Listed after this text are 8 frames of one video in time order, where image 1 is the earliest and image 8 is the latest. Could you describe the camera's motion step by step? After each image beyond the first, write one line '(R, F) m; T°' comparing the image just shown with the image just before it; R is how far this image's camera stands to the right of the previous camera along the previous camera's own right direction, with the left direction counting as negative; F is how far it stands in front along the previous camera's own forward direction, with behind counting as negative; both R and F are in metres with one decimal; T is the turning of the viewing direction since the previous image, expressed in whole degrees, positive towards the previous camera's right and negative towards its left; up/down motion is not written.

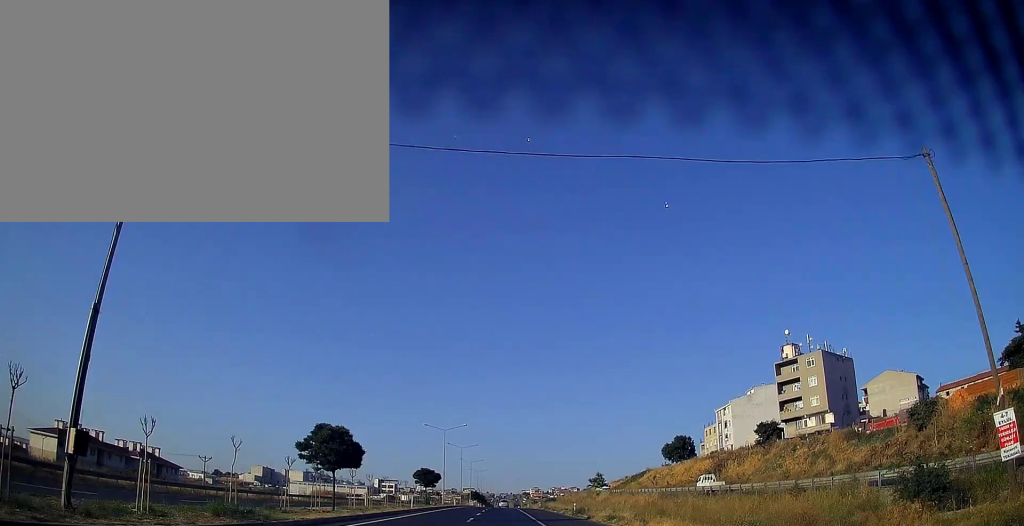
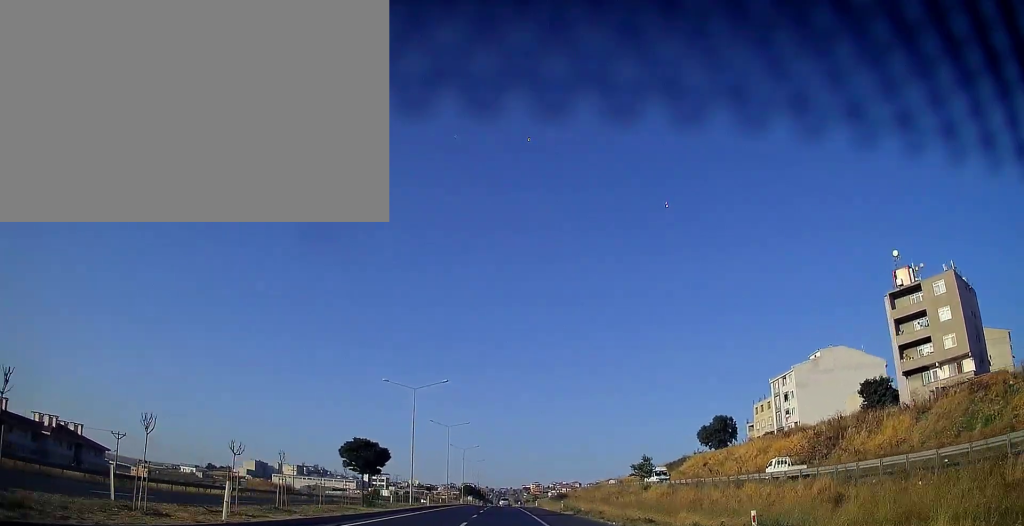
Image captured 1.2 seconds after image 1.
(0.0, +30.6) m; 0°
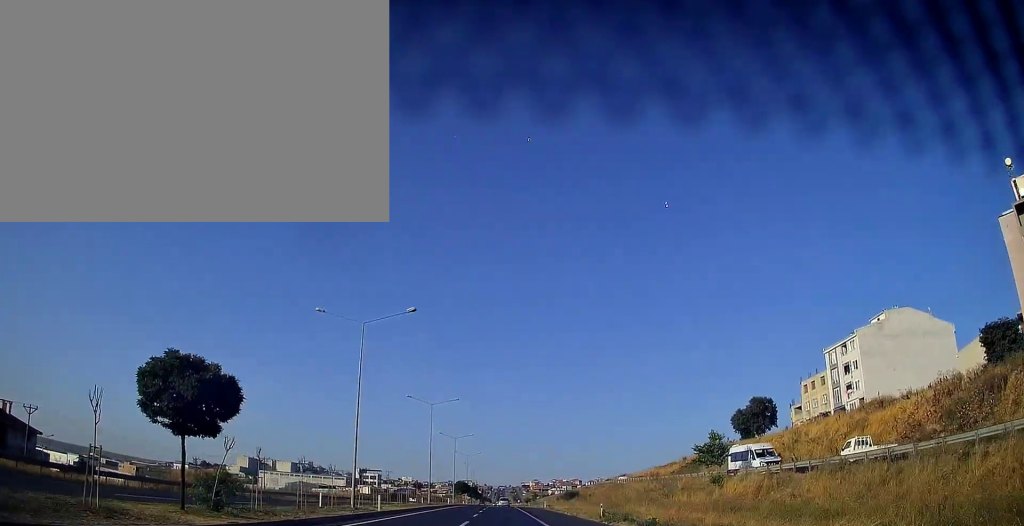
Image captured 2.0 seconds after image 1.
(-0.1, +21.9) m; 0°
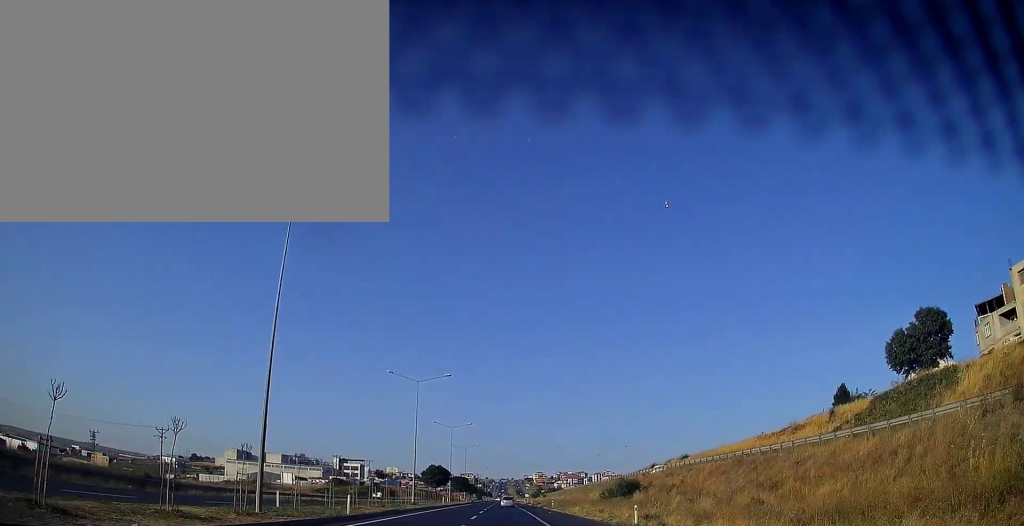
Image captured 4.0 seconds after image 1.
(0.0, +52.4) m; 0°
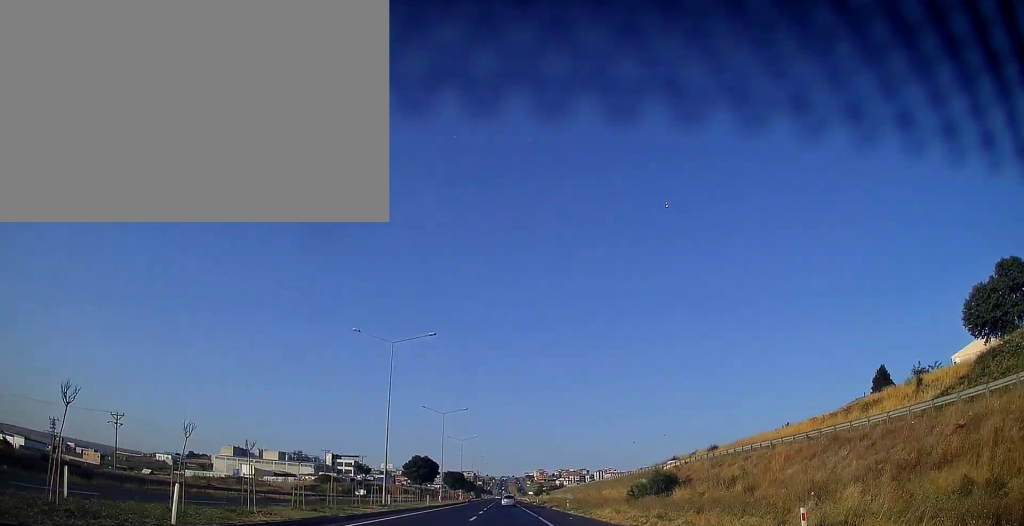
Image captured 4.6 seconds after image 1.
(-0.1, +14.8) m; 0°
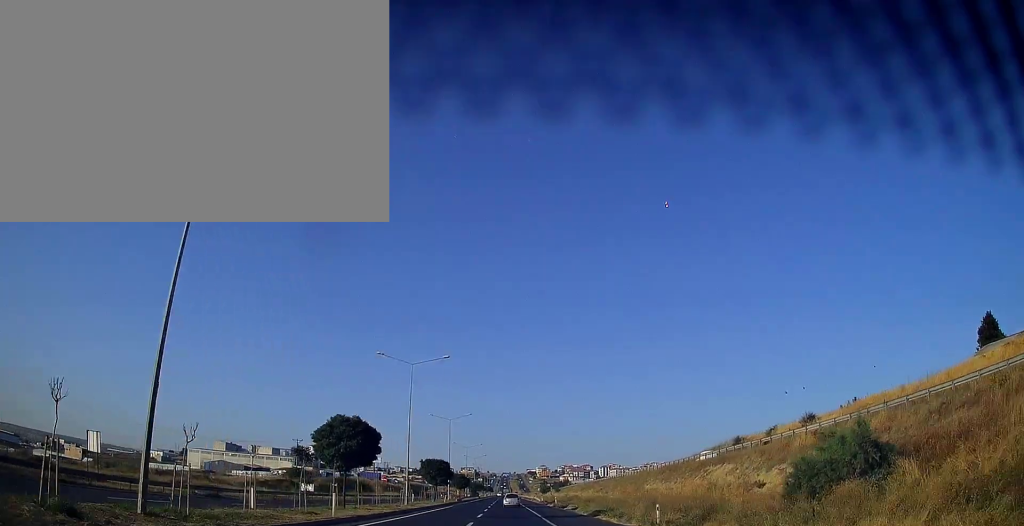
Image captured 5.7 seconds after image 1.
(0.0, +30.5) m; 0°
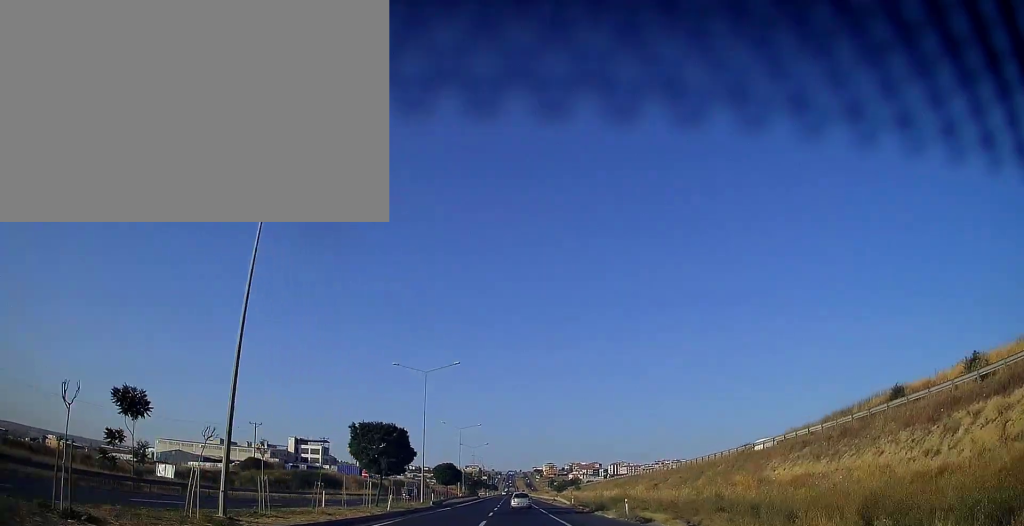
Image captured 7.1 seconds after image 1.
(0.0, +34.9) m; -1°
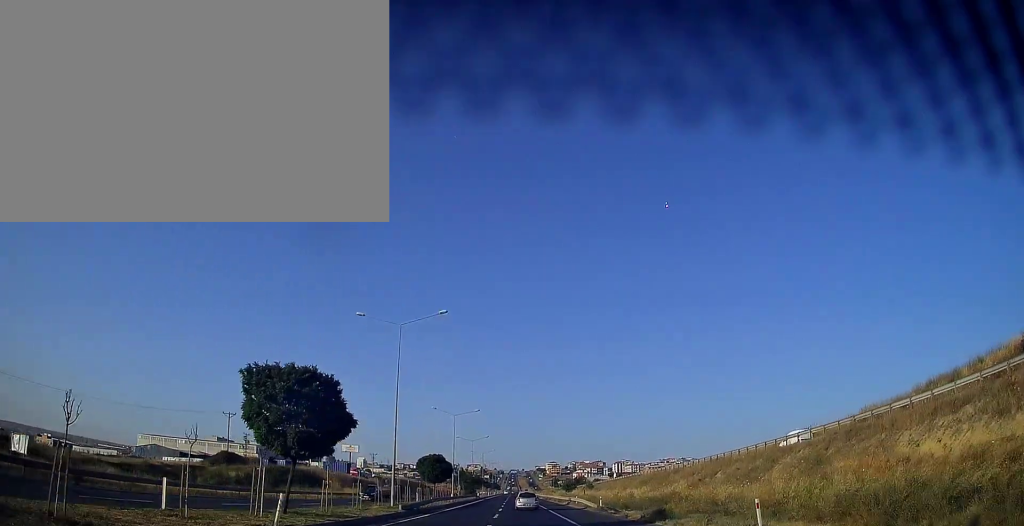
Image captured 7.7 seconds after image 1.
(-0.1, +15.7) m; 0°
